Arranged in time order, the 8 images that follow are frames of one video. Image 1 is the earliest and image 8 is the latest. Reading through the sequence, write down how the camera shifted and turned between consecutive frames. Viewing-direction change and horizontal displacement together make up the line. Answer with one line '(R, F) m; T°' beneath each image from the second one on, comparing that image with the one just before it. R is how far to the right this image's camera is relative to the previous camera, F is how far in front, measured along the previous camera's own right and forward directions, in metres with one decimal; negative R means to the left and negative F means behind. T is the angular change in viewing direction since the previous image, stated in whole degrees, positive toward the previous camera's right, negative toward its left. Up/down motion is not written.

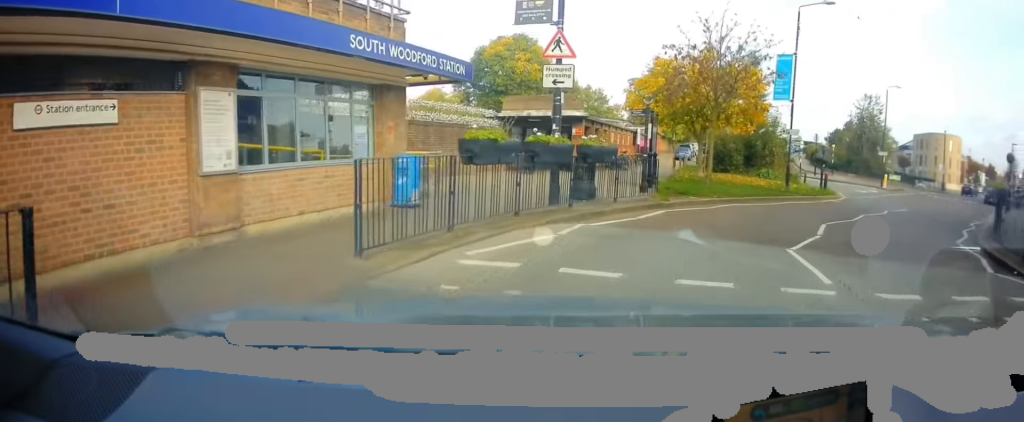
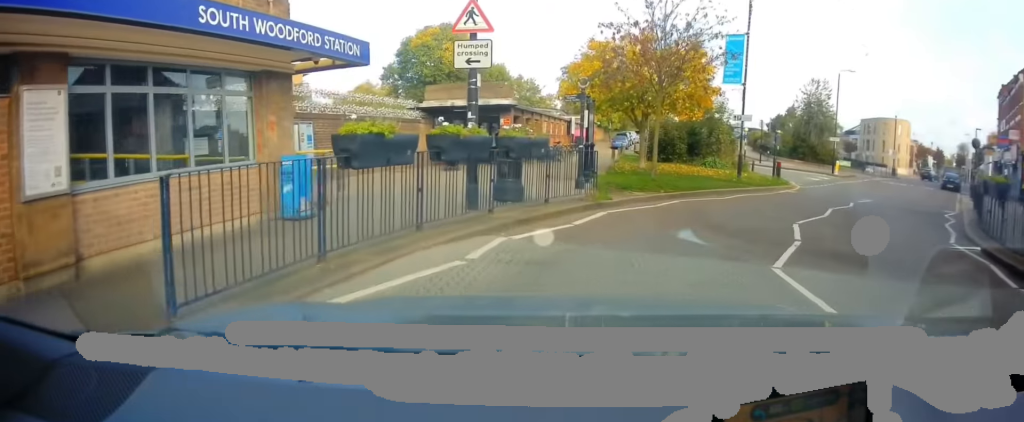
(+0.3, +2.1) m; +10°
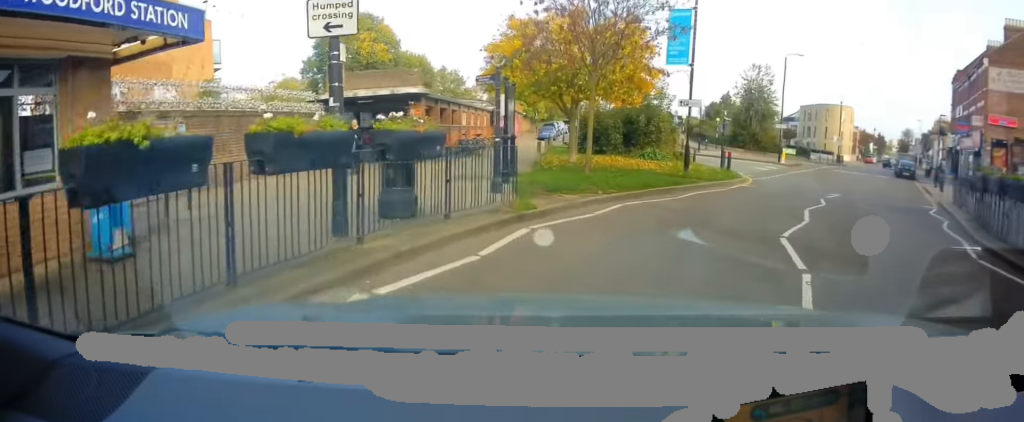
(+0.1, +2.6) m; +6°
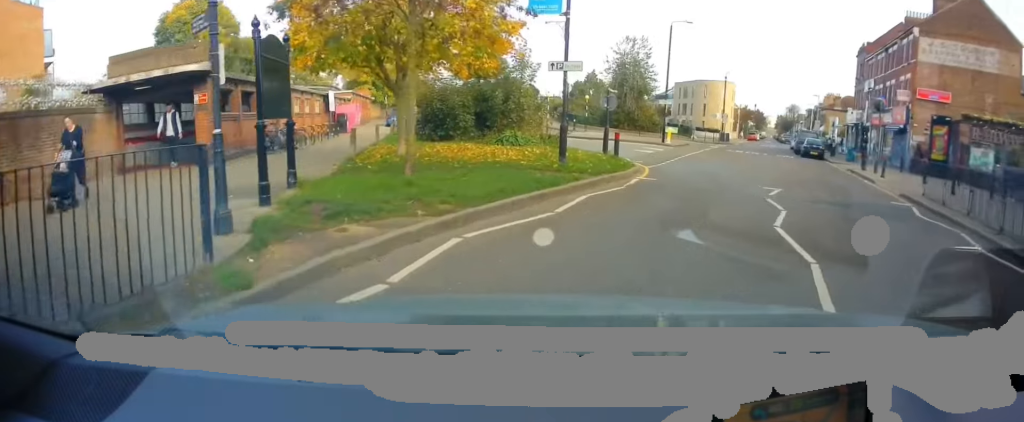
(+0.4, +5.5) m; +11°
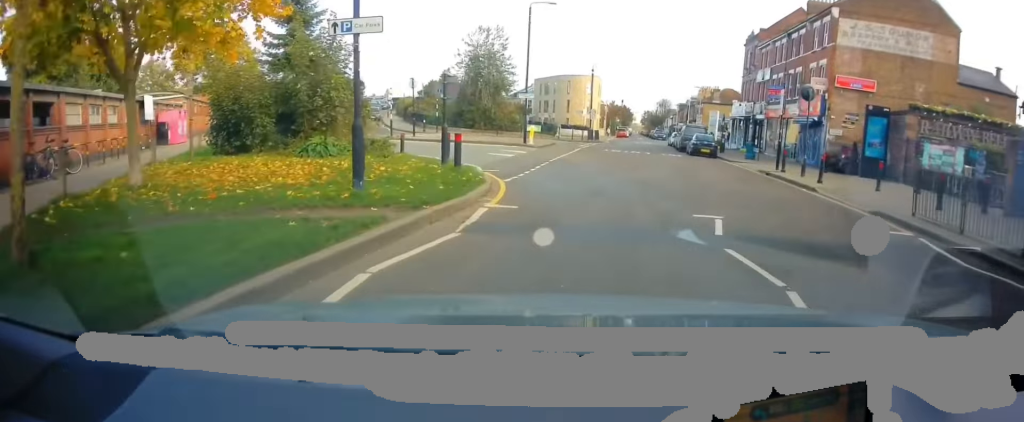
(+0.7, +5.3) m; +13°
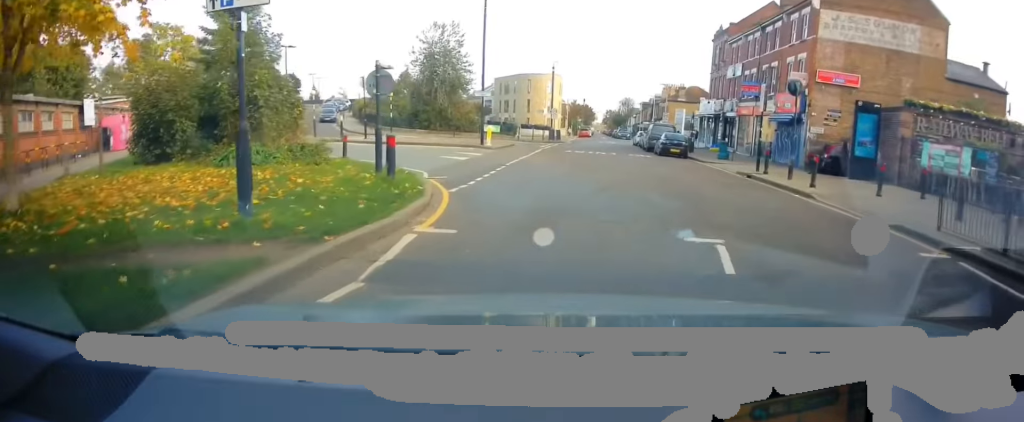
(+0.1, +2.0) m; +3°
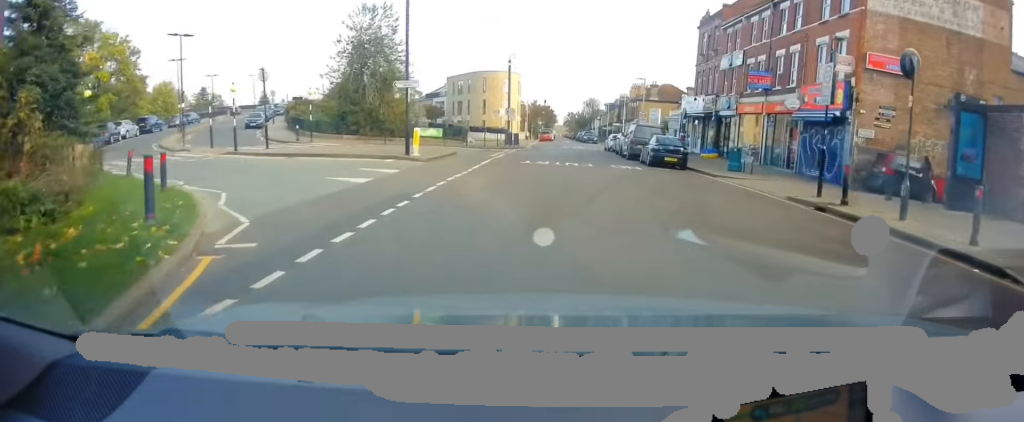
(+0.4, +8.0) m; +7°
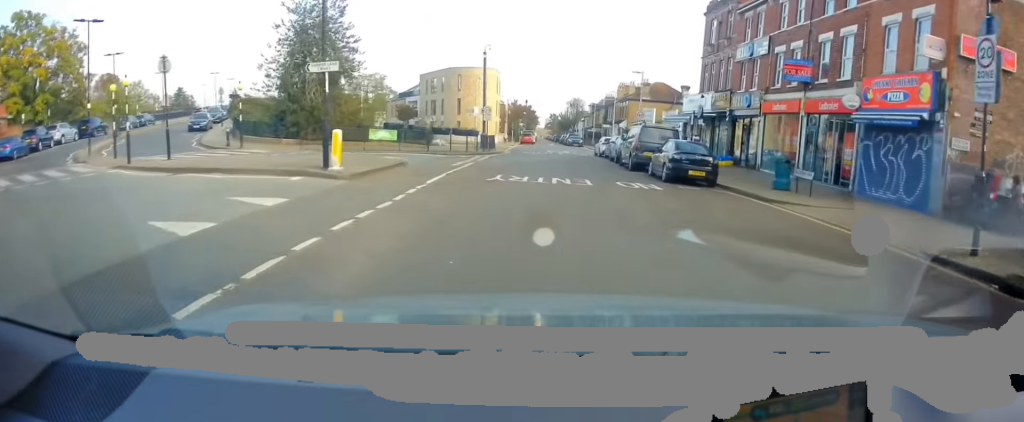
(+0.3, +6.6) m; +4°
